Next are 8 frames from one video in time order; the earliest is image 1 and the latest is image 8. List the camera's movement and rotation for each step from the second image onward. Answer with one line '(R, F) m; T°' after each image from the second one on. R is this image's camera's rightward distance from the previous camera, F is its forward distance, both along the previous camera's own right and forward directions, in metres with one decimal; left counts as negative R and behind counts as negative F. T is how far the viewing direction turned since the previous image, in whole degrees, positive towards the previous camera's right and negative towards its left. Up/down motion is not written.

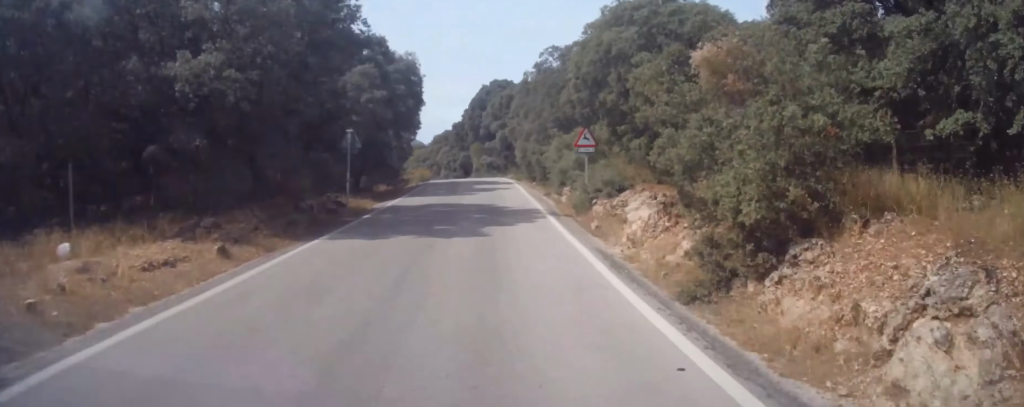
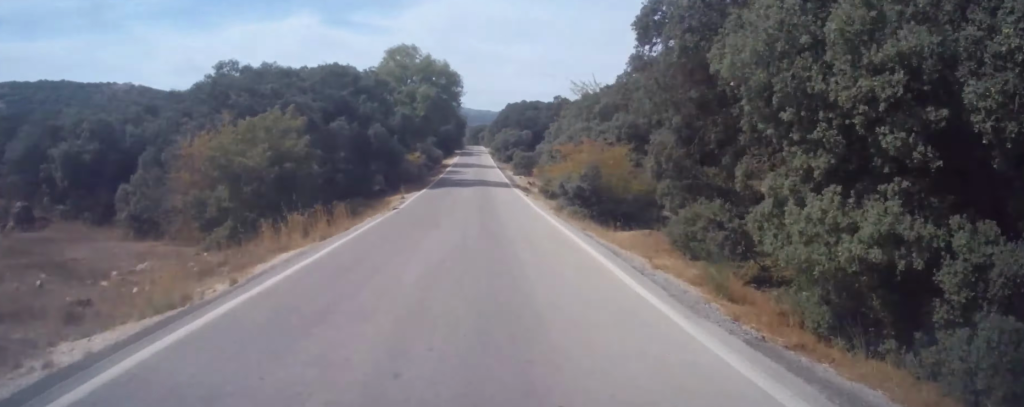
(-7.5, +86.6) m; -5°
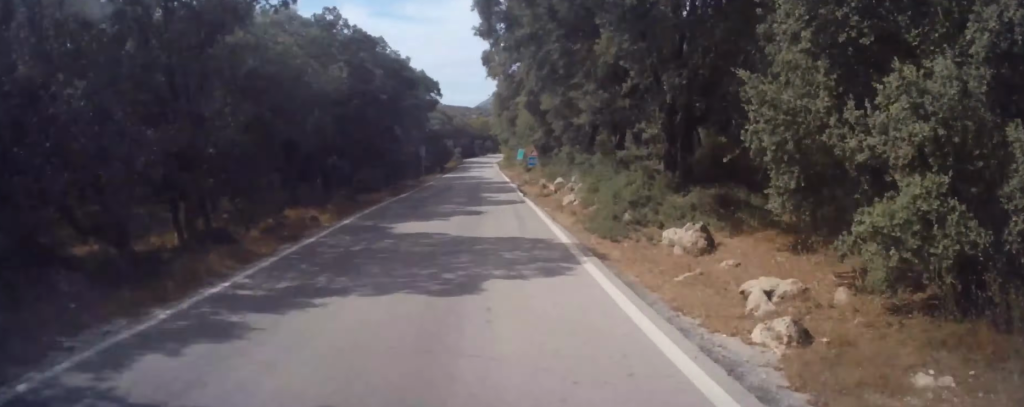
(-14.9, +245.2) m; +1°
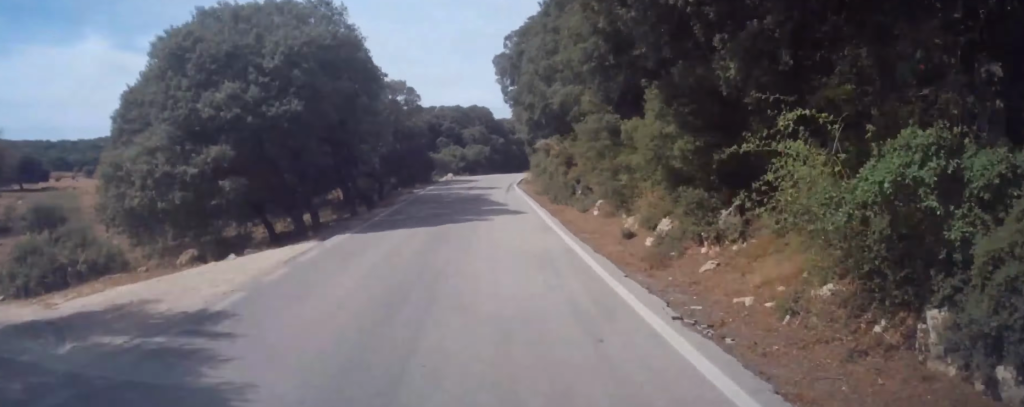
(+24.8, +167.3) m; +18°
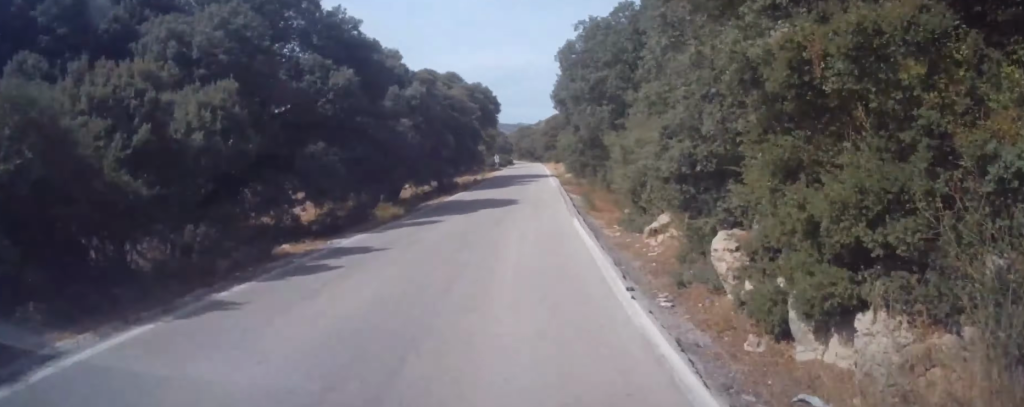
(+4.4, +67.7) m; +5°
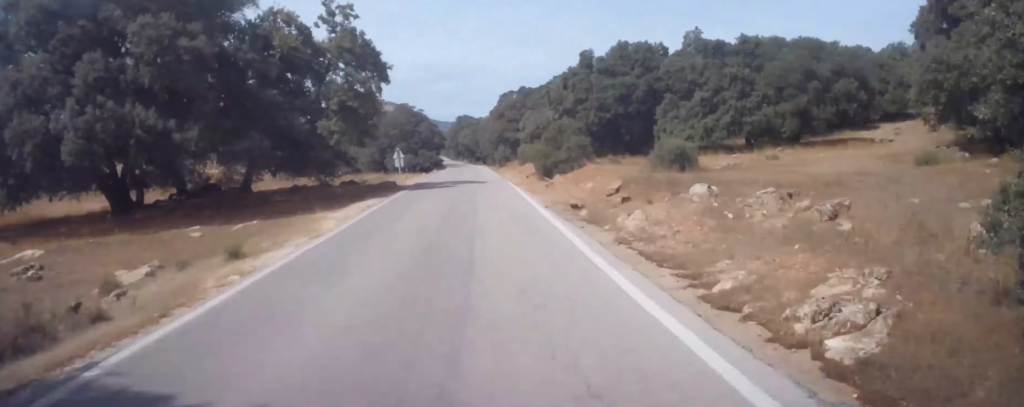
(+3.2, +56.2) m; +1°
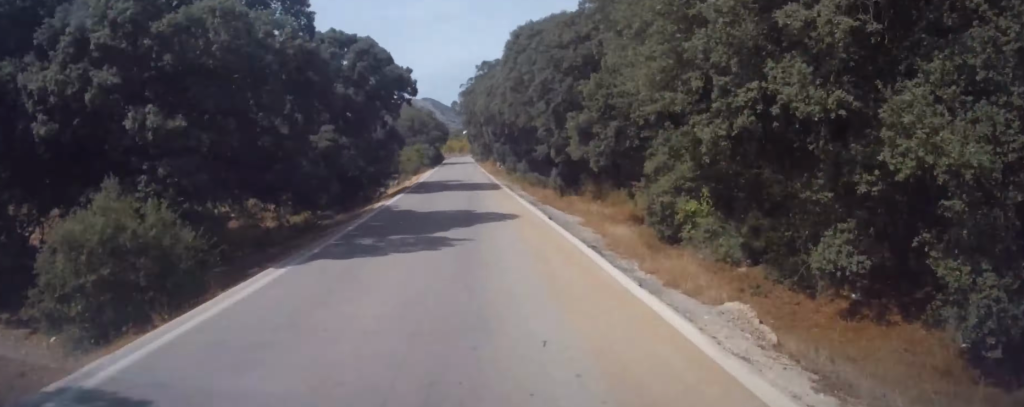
(+2.4, +96.5) m; -1°
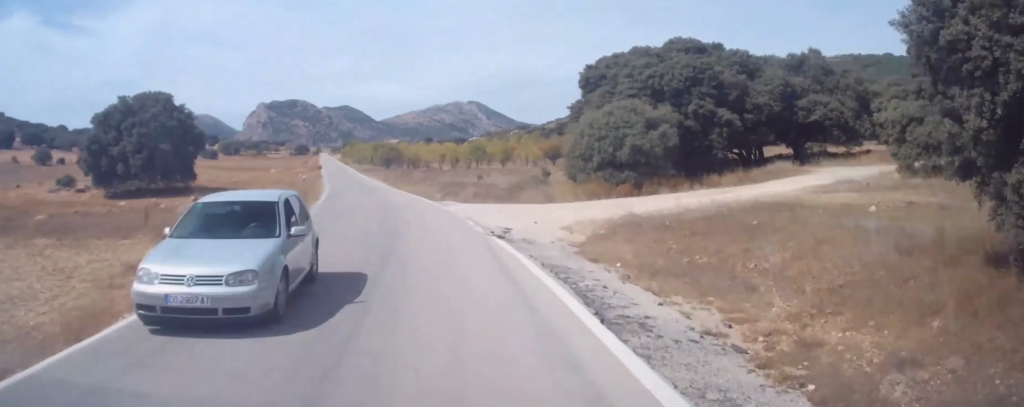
(-15.3, +169.2) m; -11°
